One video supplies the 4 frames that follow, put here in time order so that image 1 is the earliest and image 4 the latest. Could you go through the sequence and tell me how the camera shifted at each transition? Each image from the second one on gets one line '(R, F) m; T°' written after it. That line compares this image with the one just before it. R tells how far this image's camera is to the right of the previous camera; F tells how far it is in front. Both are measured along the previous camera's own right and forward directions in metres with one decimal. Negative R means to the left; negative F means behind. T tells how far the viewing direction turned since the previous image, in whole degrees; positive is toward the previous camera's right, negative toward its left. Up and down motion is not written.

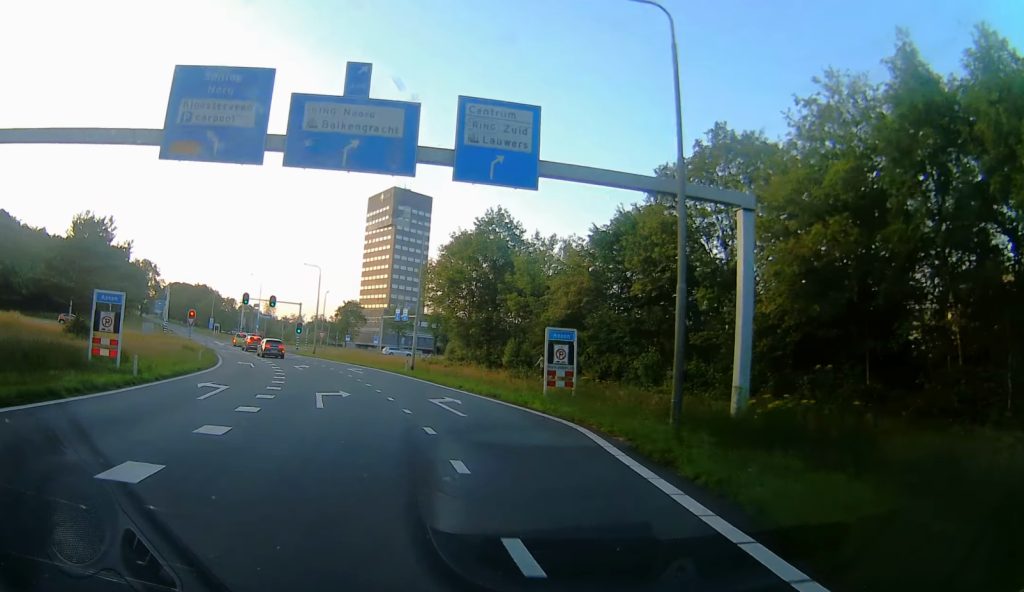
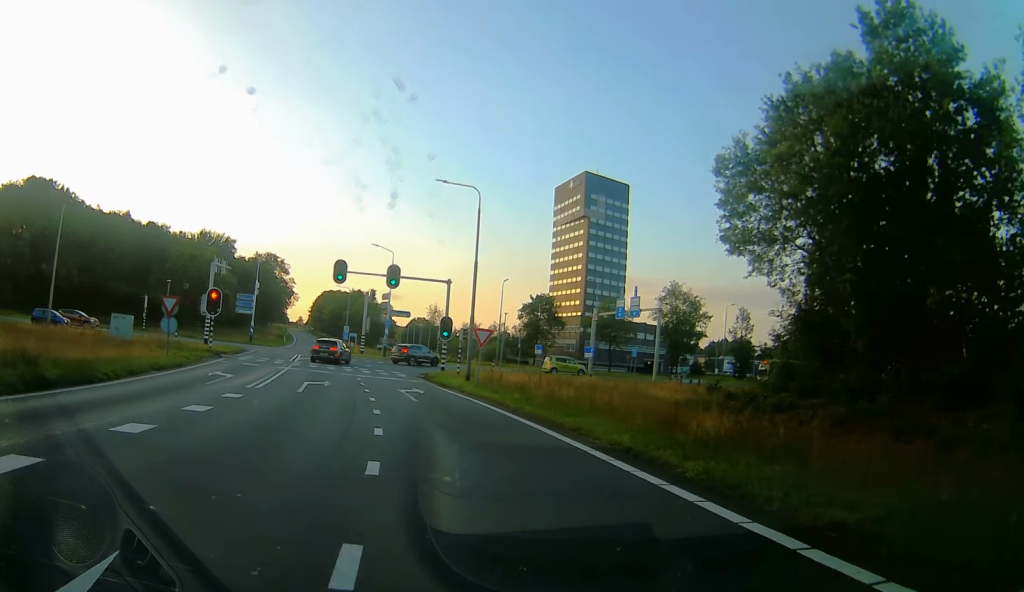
(-4.4, +44.8) m; -14°
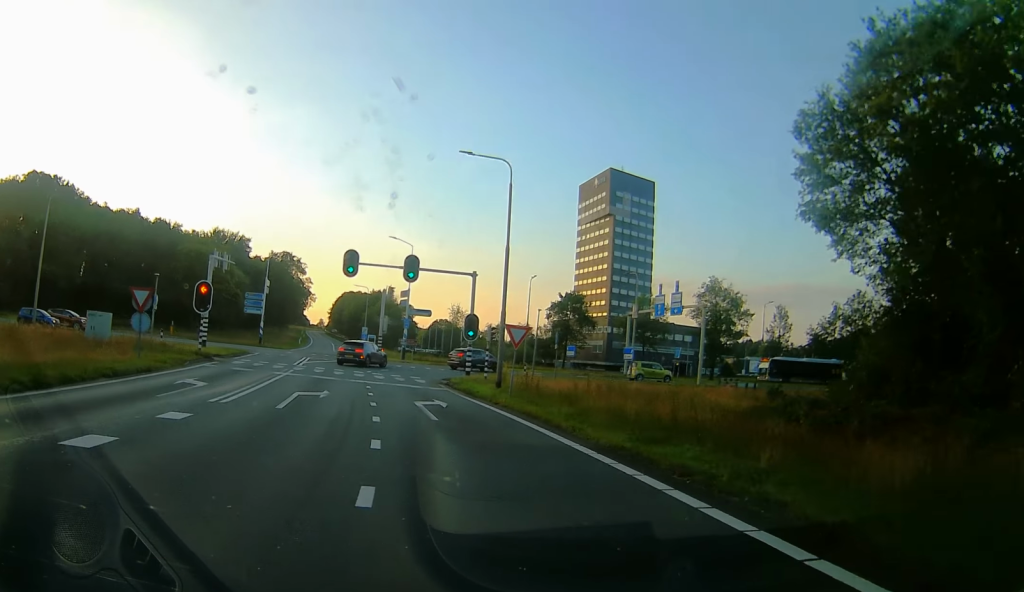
(-0.4, +5.7) m; 0°
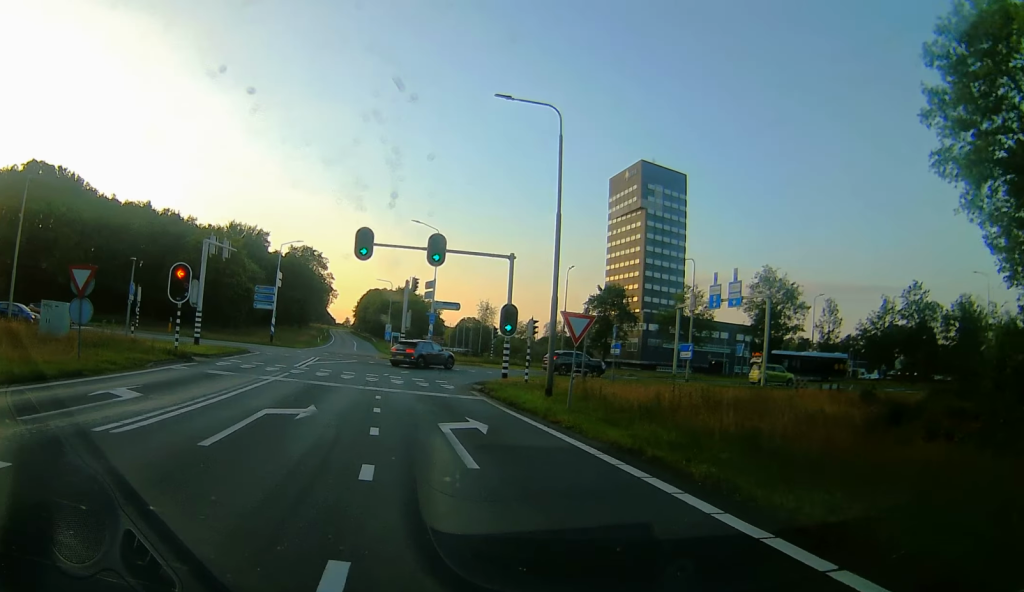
(-0.4, +7.2) m; 0°
